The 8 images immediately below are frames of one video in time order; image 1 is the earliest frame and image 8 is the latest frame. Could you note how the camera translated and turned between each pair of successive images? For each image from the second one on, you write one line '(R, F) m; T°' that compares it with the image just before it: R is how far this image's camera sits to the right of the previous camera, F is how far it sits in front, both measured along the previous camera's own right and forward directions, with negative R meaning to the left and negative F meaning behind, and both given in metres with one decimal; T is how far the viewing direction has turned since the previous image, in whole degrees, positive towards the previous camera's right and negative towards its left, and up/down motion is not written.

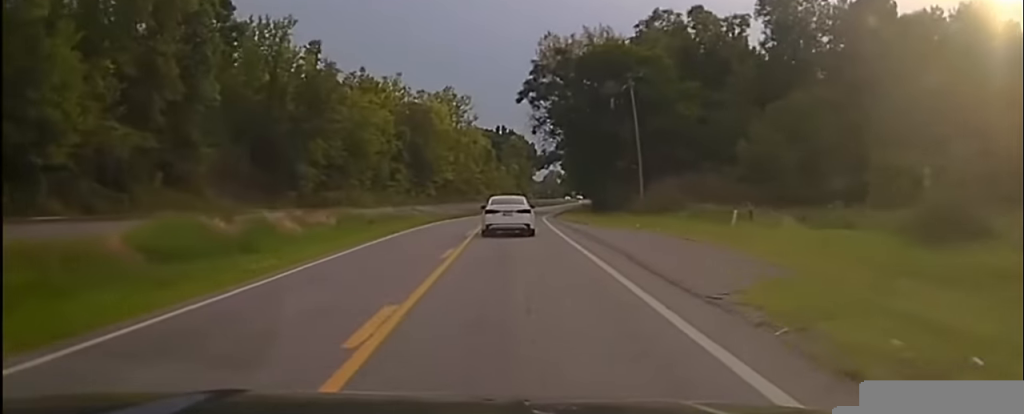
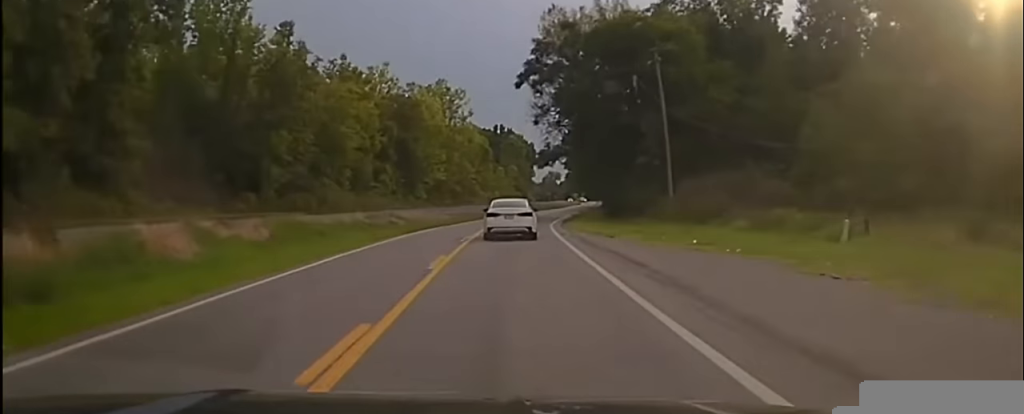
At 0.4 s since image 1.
(+0.1, +13.7) m; 0°
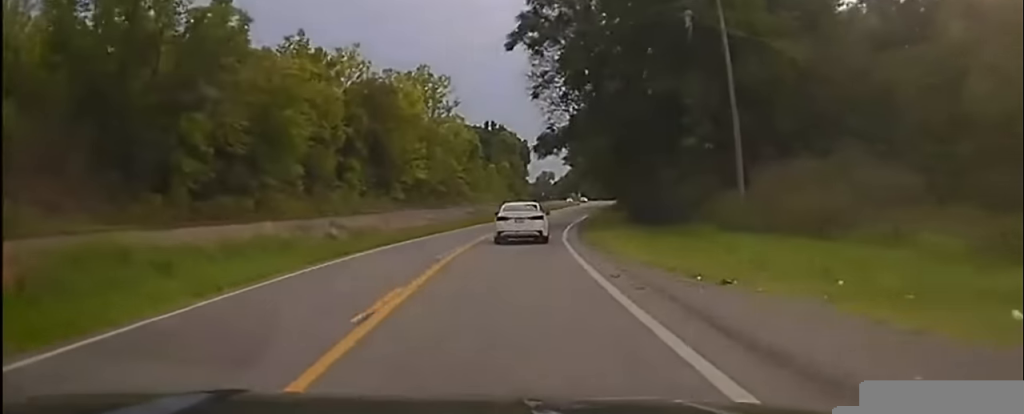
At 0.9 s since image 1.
(+0.1, +18.8) m; +1°
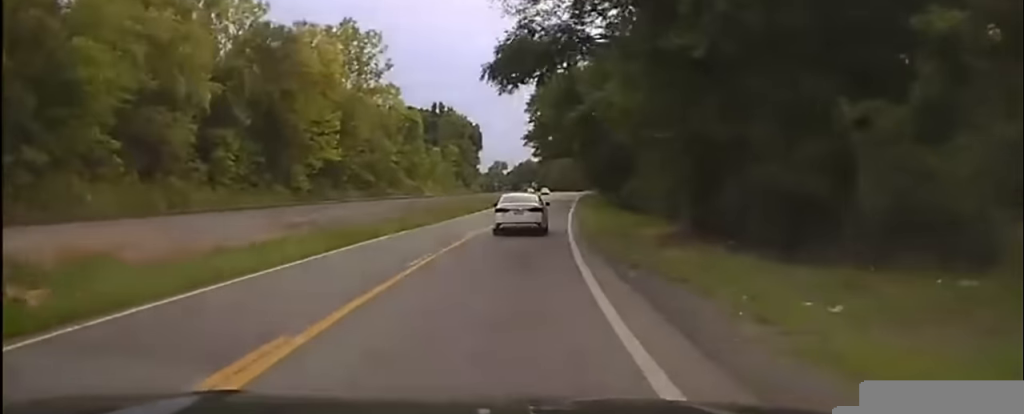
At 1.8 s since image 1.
(+0.1, +30.1) m; +2°
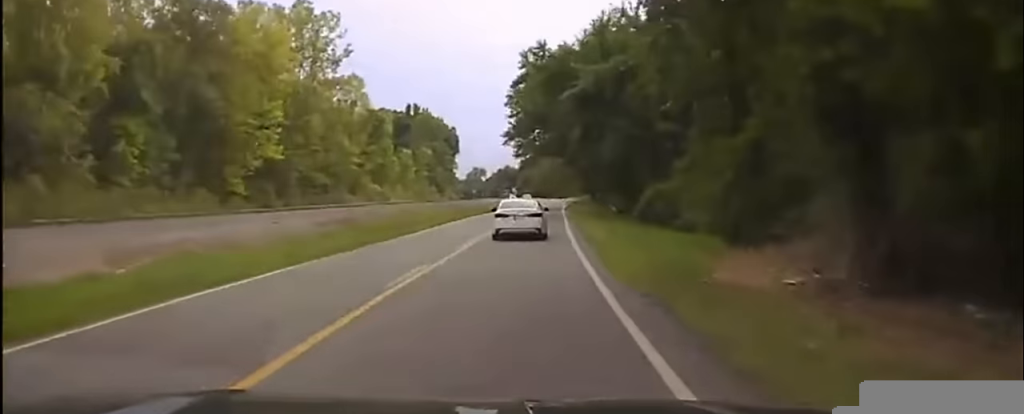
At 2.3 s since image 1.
(+0.5, +15.7) m; +1°
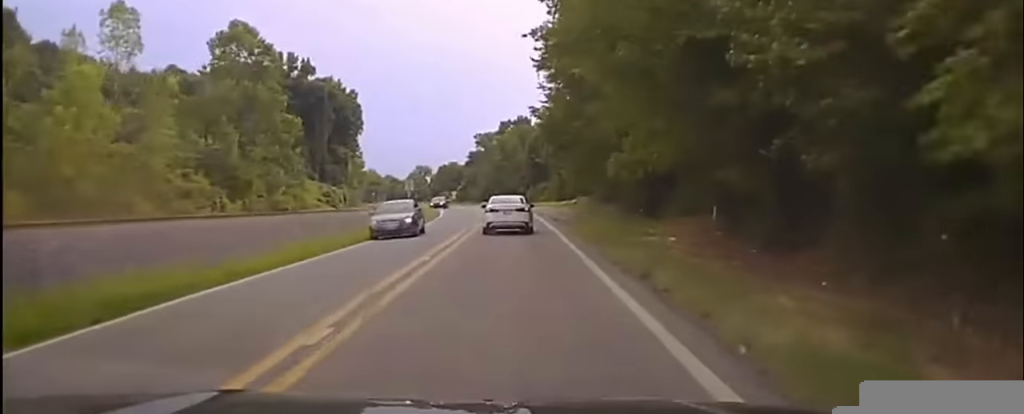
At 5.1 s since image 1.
(+3.4, +99.8) m; +3°
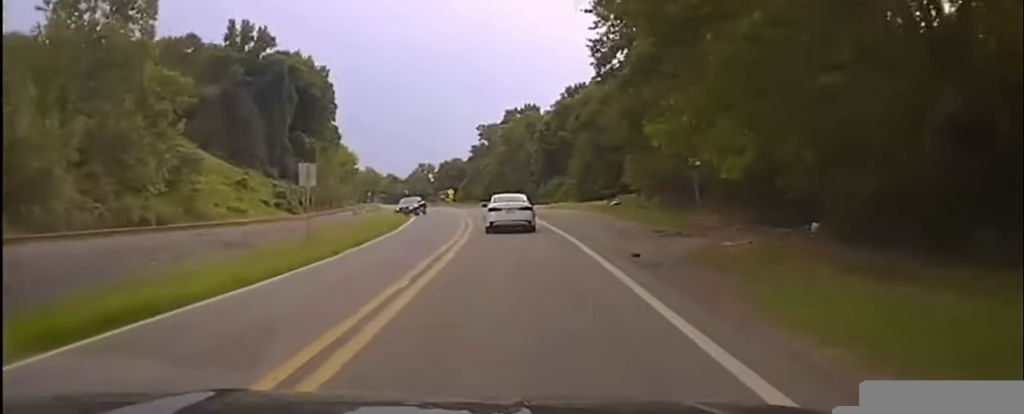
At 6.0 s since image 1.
(0.0, +33.2) m; 0°
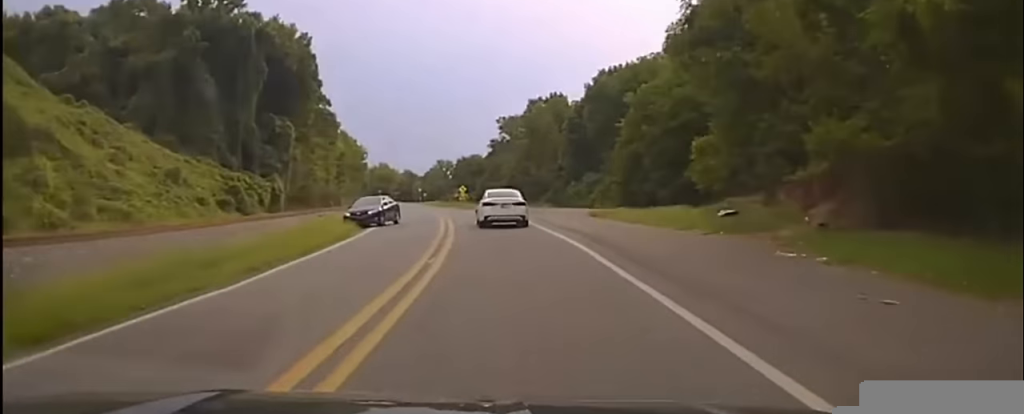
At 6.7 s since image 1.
(+0.1, +28.1) m; -1°
